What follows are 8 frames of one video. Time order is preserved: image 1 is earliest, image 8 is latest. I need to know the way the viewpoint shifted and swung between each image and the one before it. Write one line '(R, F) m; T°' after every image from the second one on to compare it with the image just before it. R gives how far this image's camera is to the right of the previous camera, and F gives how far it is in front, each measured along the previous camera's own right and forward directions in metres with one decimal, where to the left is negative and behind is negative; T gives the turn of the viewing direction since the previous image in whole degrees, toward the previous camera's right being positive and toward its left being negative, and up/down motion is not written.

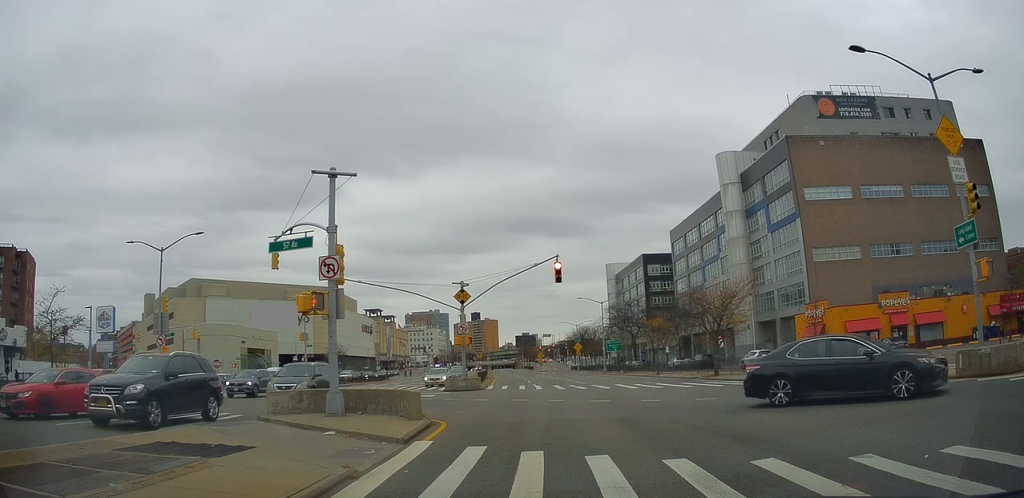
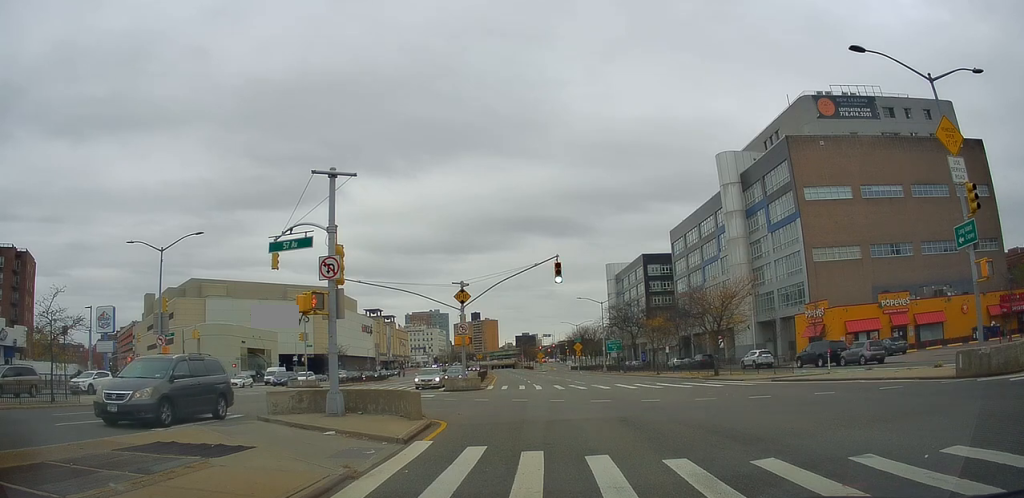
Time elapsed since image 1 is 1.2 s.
(0.0, 0.0) m; 0°
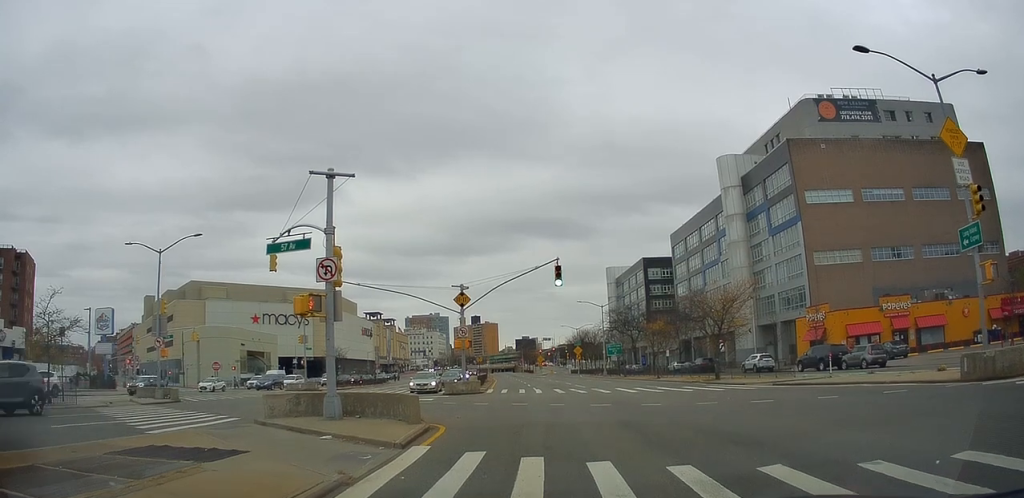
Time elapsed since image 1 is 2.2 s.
(0.0, 0.0) m; 0°
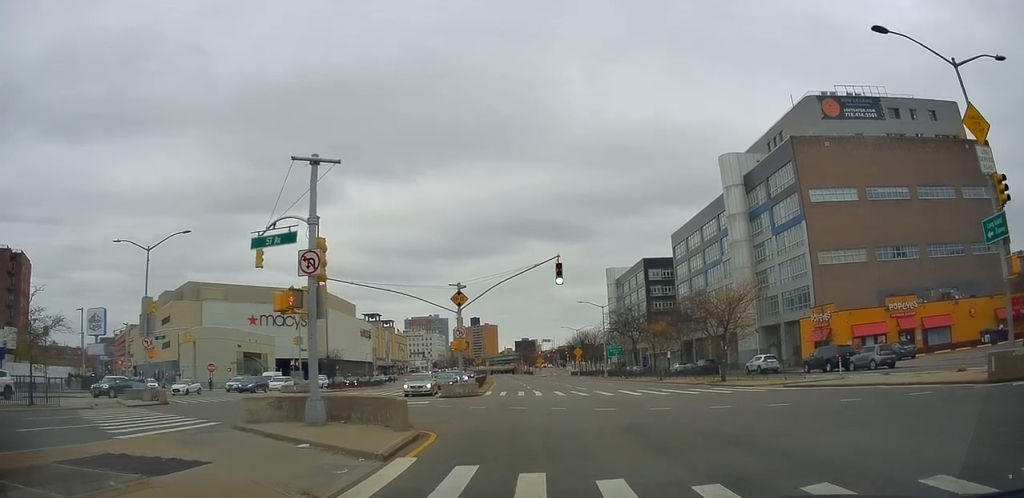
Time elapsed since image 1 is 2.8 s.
(0.0, 0.0) m; 0°
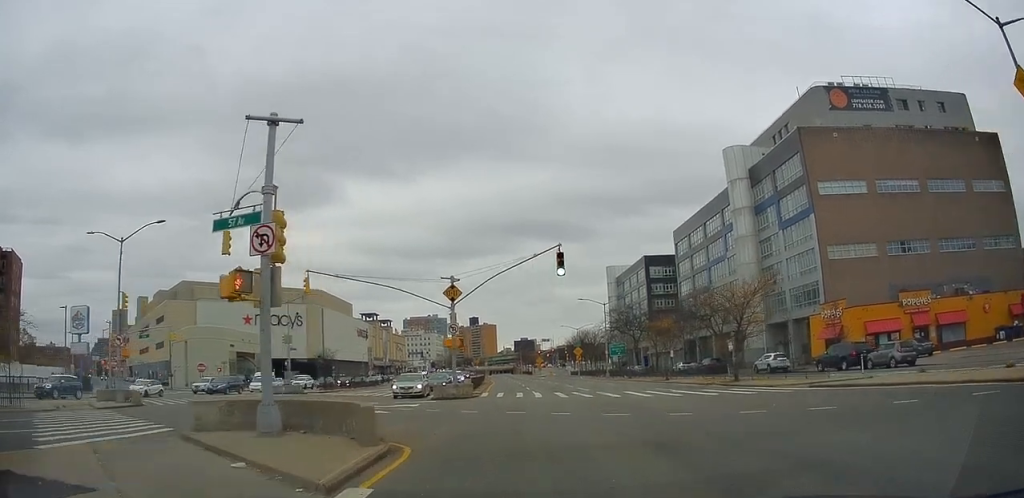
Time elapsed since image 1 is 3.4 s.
(0.0, +0.1) m; 0°
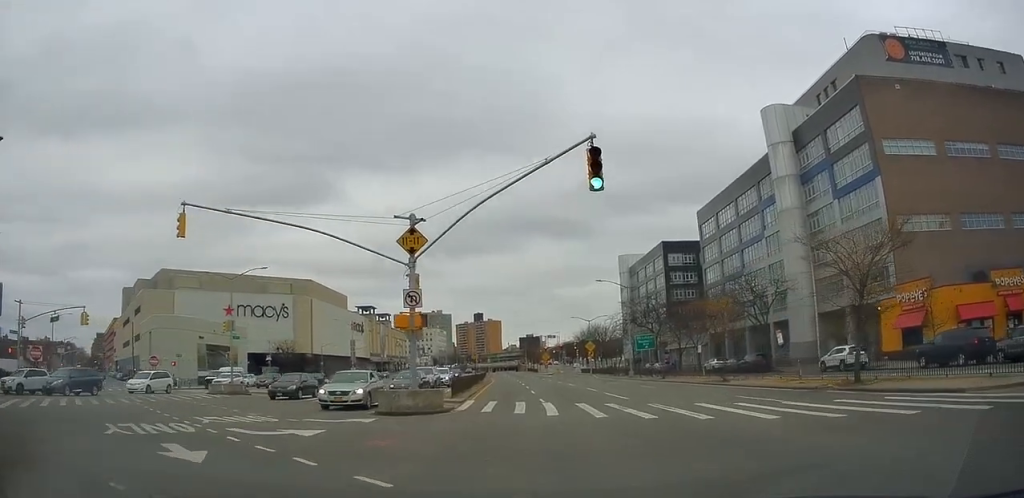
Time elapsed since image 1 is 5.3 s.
(-0.1, +2.3) m; 0°
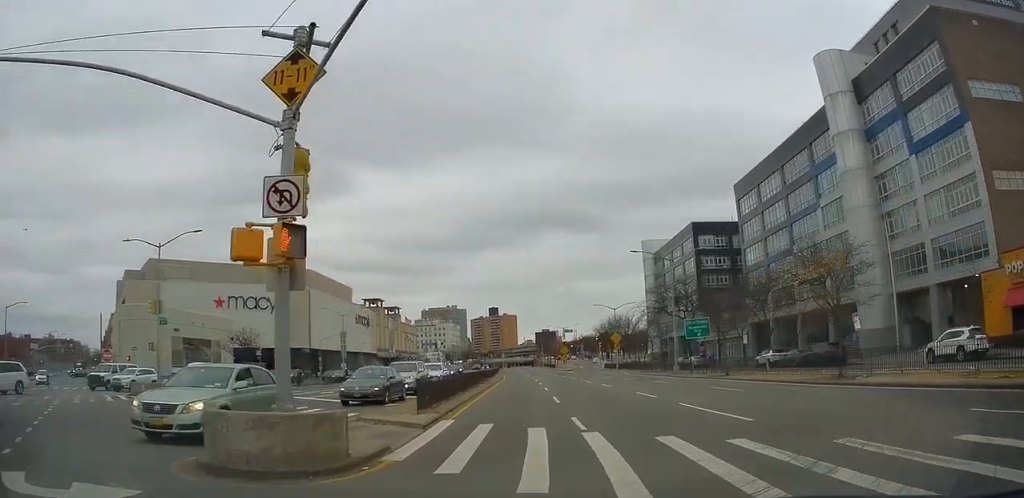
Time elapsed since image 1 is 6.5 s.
(+0.1, +7.4) m; +1°
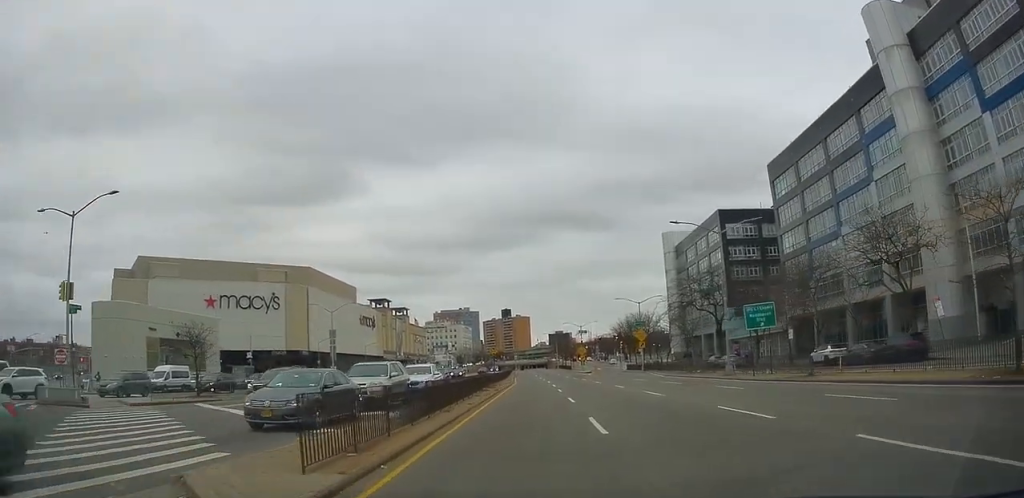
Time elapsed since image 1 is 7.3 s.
(0.0, +7.5) m; 0°
